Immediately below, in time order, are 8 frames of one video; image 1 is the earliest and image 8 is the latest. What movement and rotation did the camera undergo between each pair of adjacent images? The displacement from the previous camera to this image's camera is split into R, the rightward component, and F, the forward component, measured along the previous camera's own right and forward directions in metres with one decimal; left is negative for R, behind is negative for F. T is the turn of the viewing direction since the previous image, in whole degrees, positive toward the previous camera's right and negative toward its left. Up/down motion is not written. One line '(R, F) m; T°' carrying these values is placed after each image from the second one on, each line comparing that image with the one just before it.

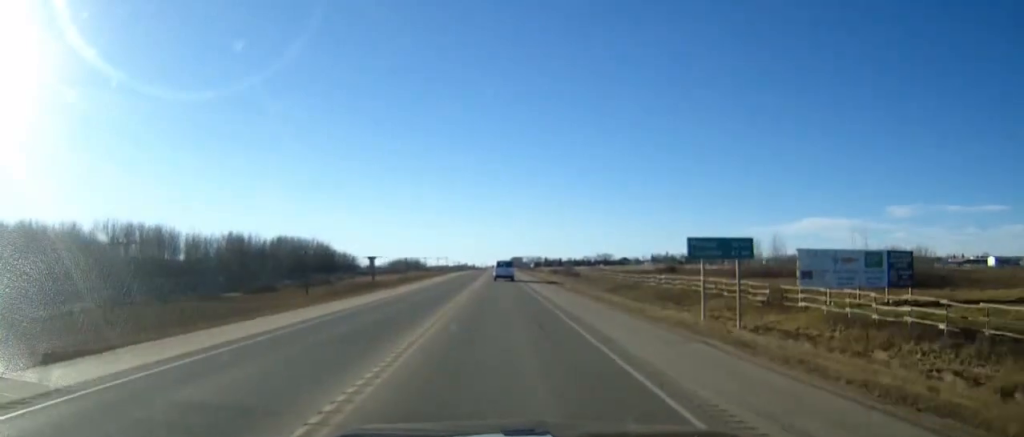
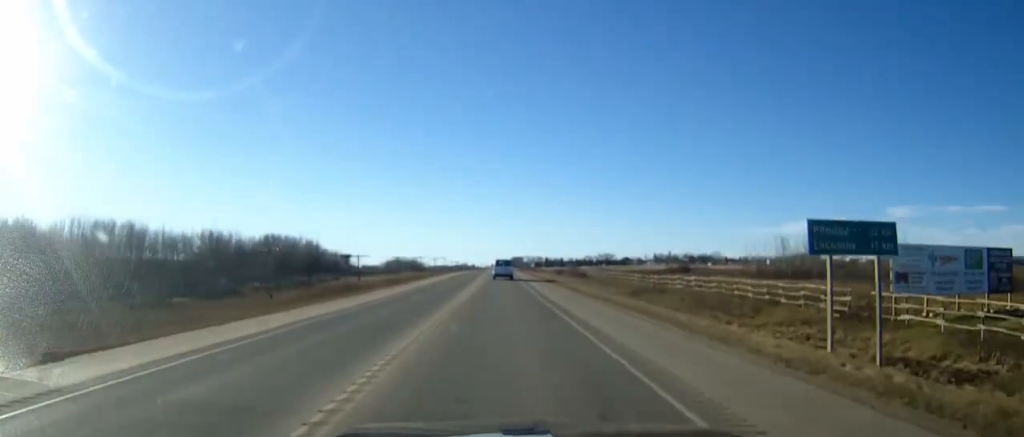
(0.0, +11.9) m; 0°
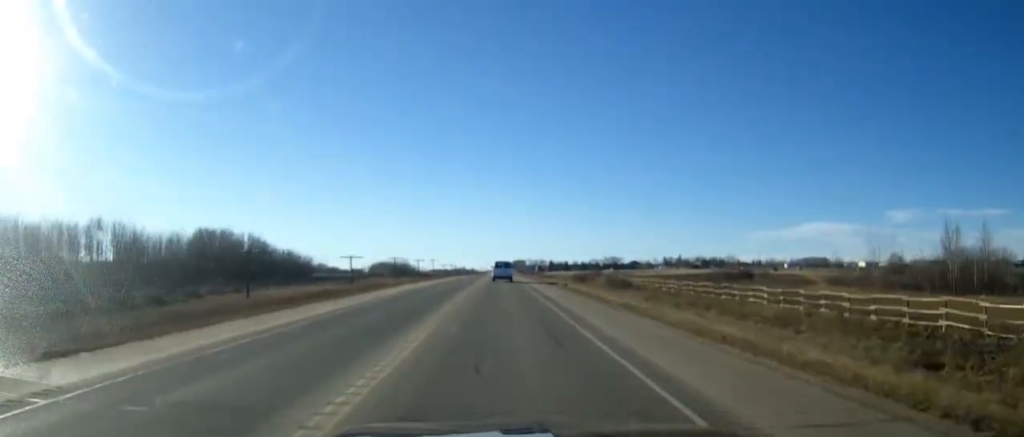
(+0.1, +45.3) m; 0°
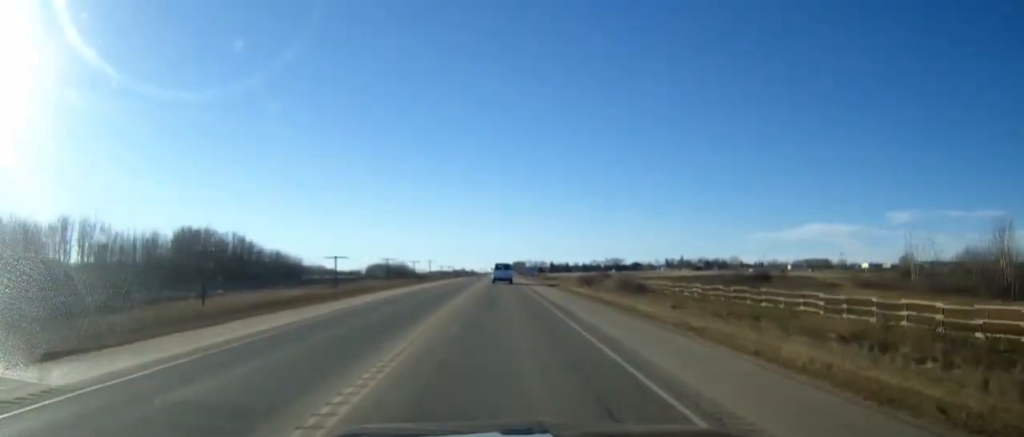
(0.0, +8.9) m; 0°
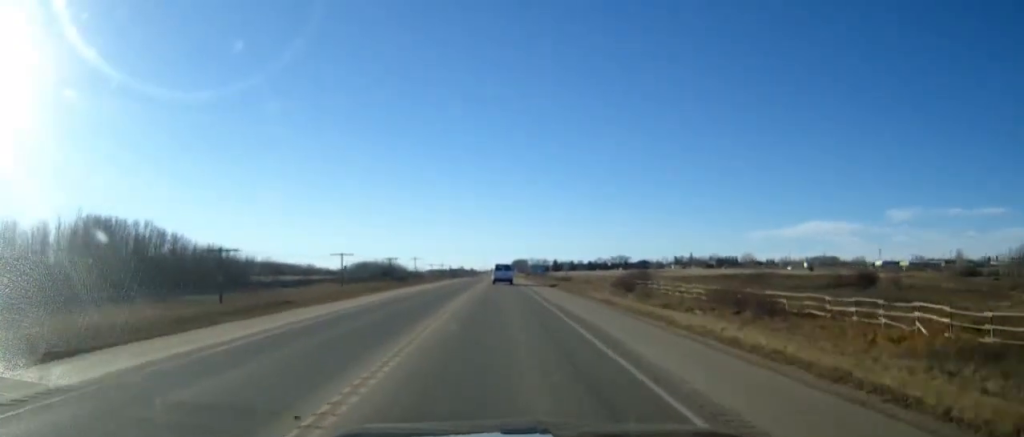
(0.0, +36.9) m; 0°
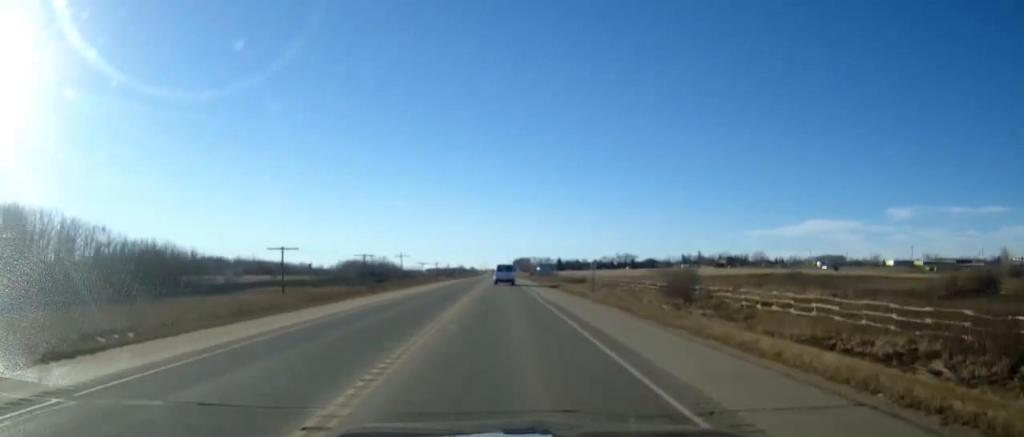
(0.0, +25.6) m; 0°
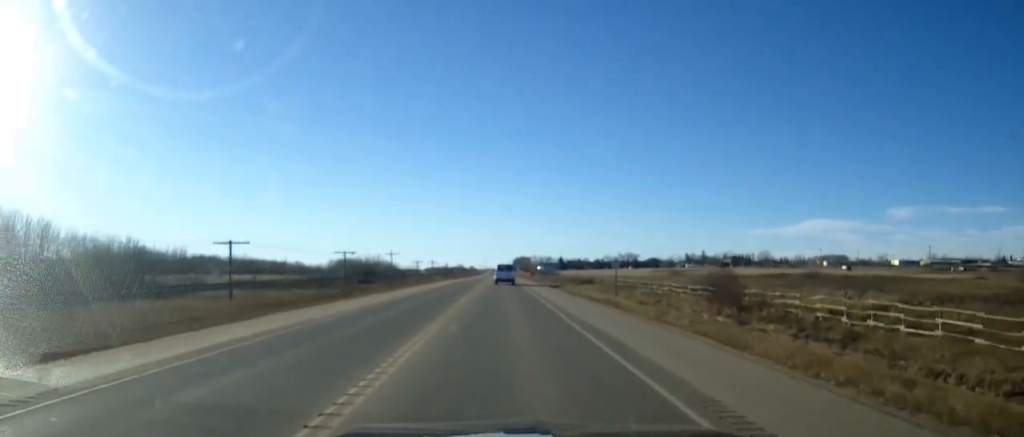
(0.0, +13.1) m; 0°
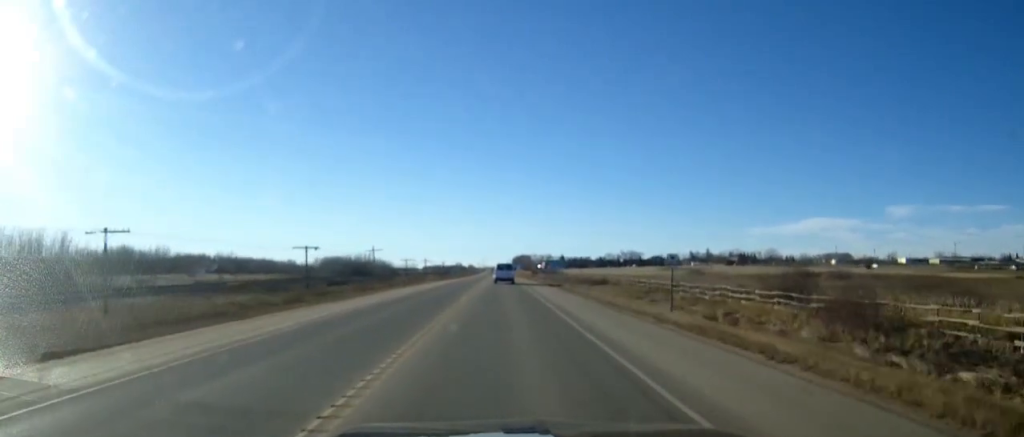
(0.0, +18.1) m; 0°
